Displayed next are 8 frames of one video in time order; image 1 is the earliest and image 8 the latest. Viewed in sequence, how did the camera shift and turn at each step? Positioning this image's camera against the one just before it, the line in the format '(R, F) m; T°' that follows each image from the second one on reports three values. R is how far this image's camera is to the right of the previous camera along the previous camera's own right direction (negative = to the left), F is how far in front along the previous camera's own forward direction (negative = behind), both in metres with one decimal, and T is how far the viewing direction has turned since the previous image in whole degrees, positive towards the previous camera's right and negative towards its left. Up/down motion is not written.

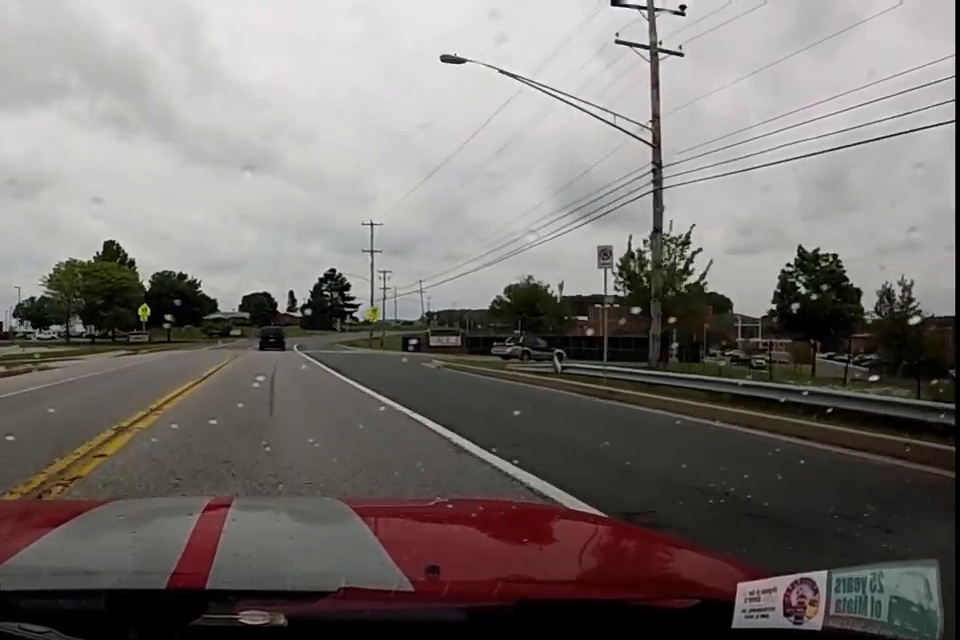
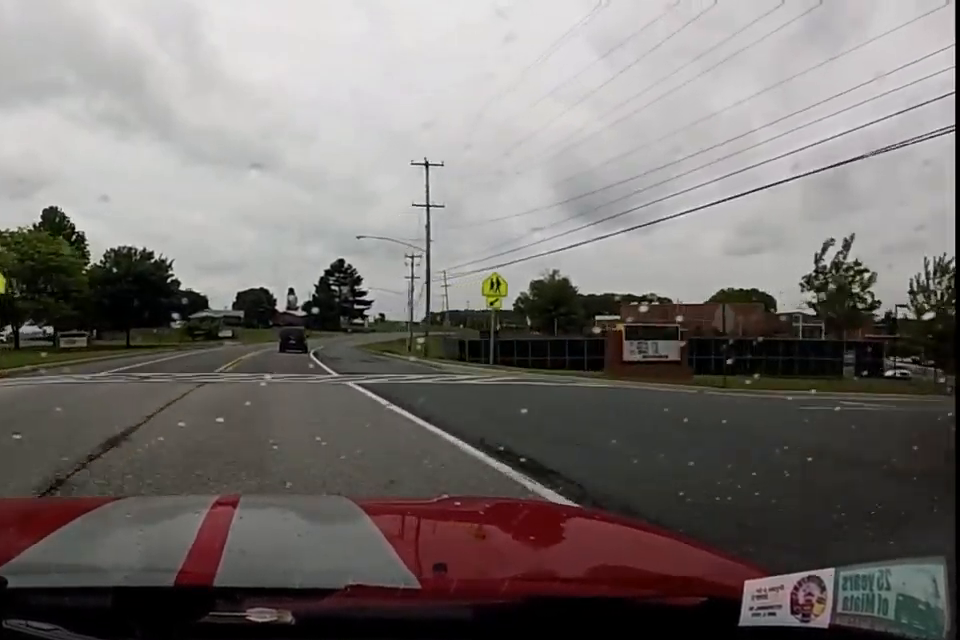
(+0.9, +26.2) m; +2°
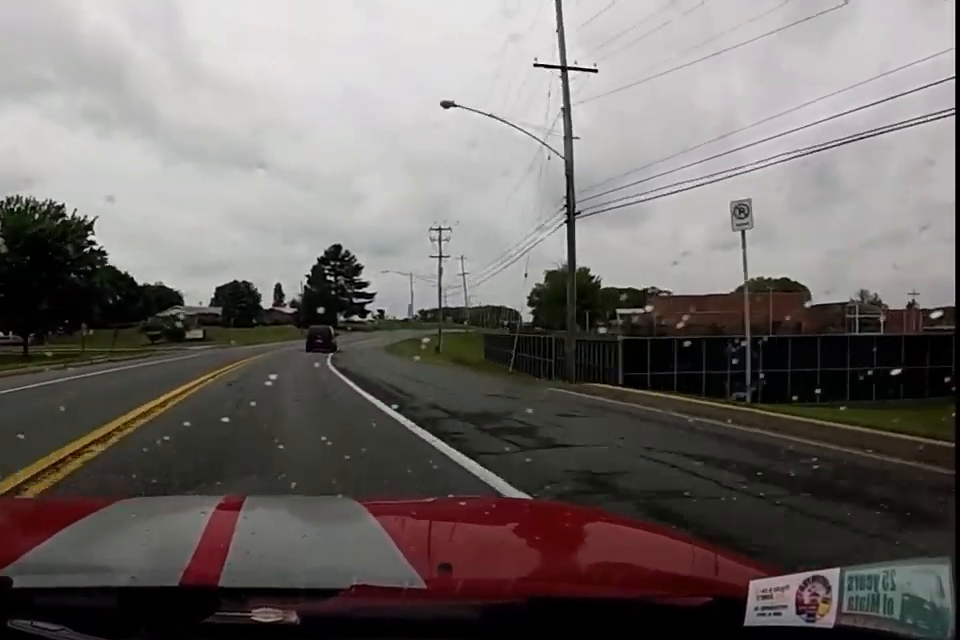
(-0.1, +25.1) m; +5°
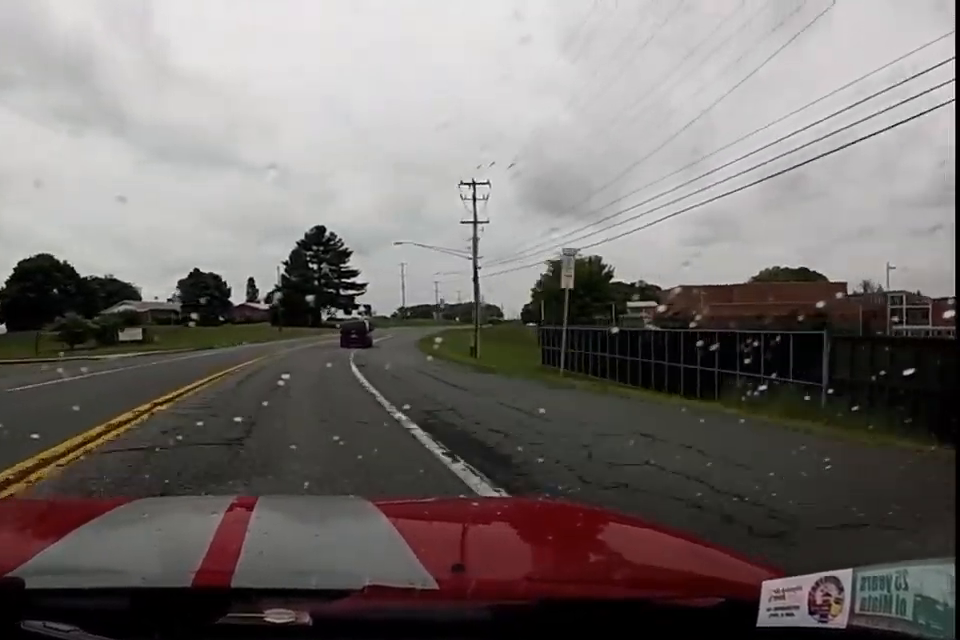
(+2.2, +22.5) m; +7°
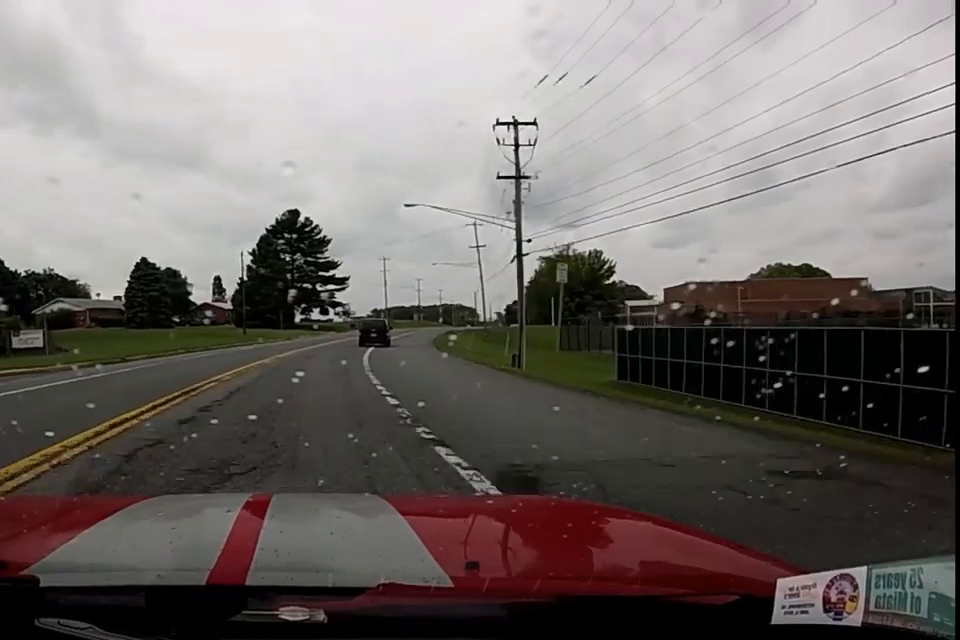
(0.0, +16.7) m; +5°
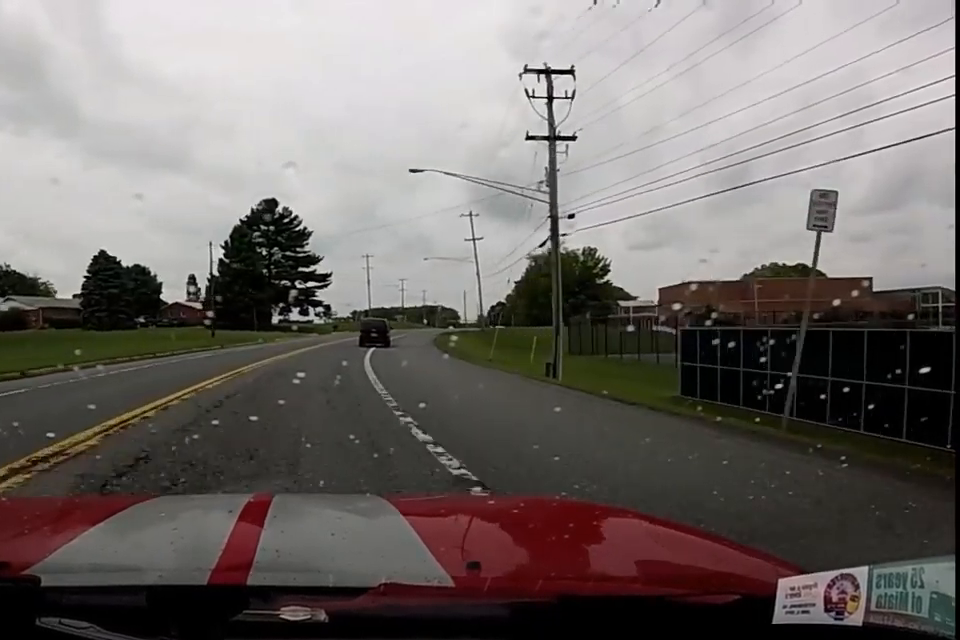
(+0.6, +8.2) m; +2°
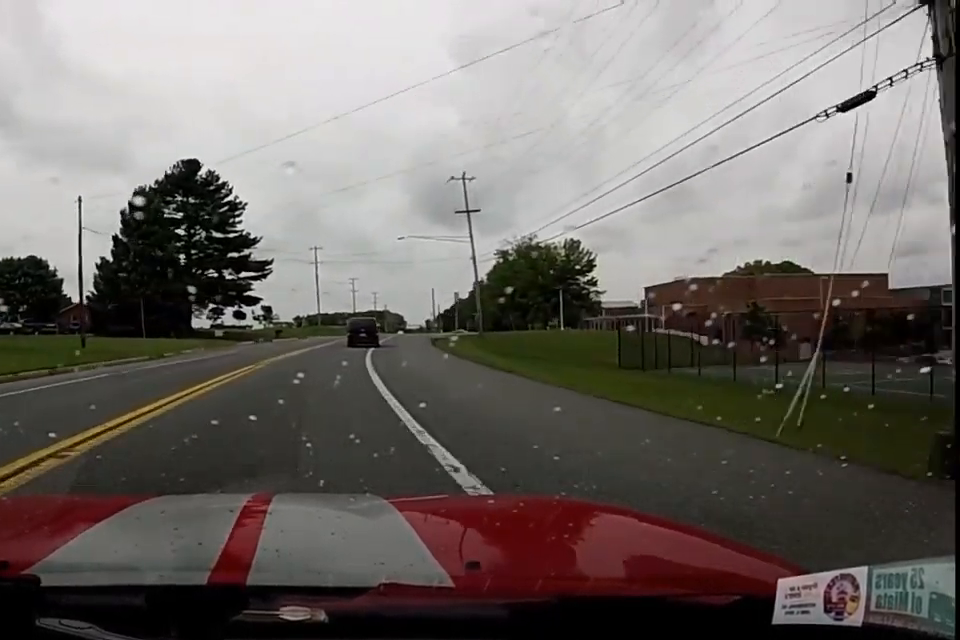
(+1.1, +21.2) m; +2°
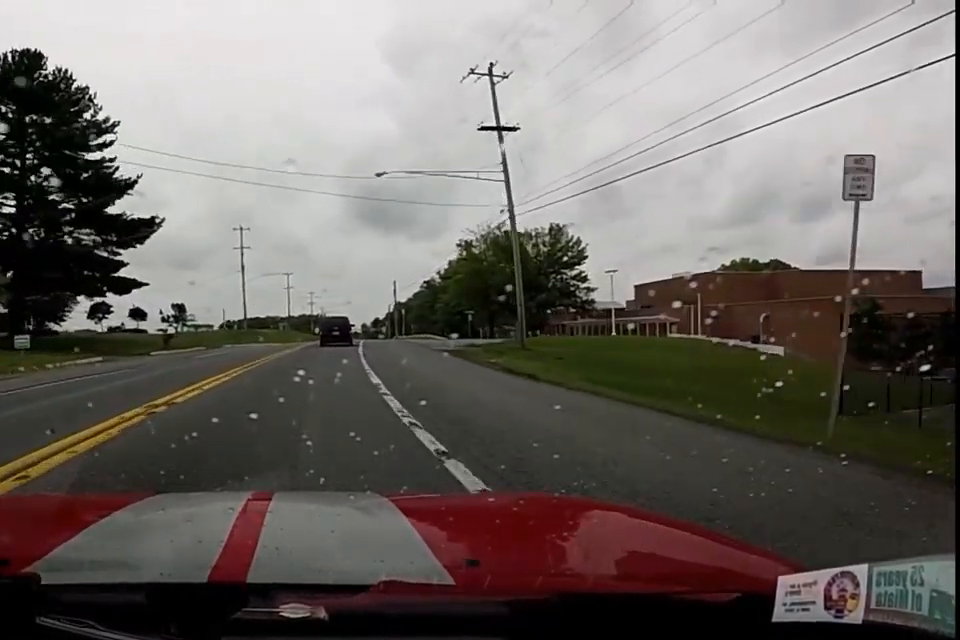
(-0.2, +24.1) m; +3°
